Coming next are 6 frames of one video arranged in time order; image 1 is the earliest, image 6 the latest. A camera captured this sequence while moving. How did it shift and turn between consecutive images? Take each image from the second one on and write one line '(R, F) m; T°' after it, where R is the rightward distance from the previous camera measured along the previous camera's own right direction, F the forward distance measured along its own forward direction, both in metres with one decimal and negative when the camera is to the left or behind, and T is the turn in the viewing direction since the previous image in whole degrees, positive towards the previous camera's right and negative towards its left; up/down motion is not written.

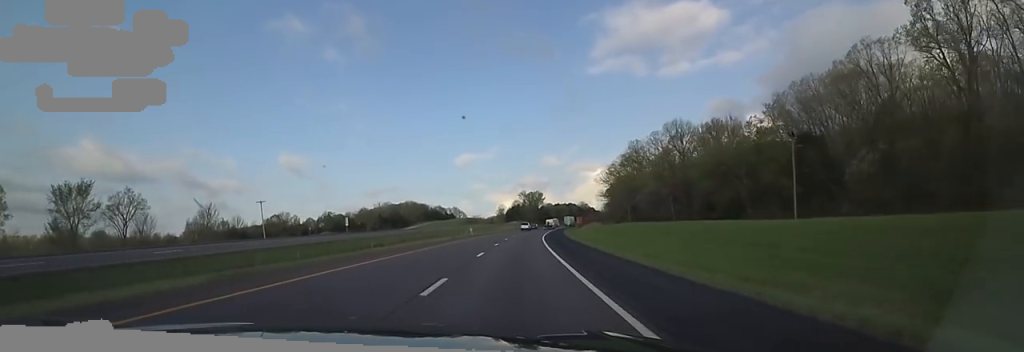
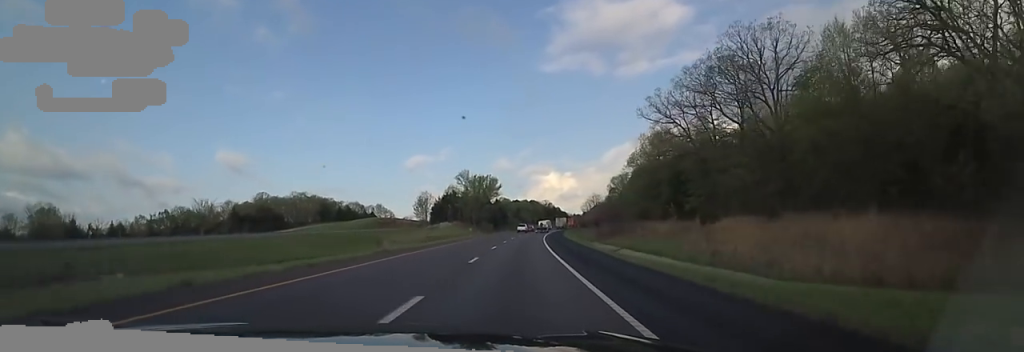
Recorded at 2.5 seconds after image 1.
(+2.6, +87.7) m; +7°
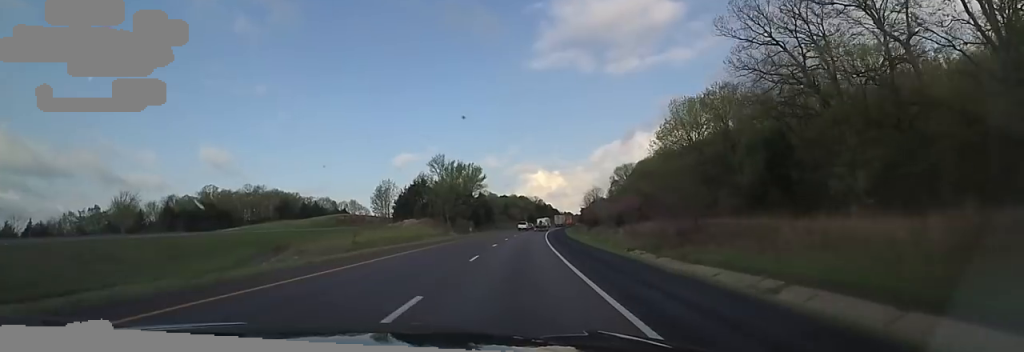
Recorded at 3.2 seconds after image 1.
(+0.9, +24.5) m; +1°
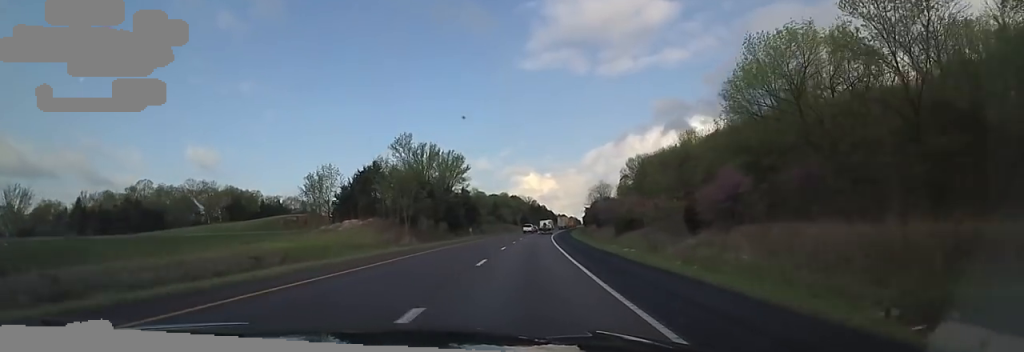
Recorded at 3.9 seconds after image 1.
(+0.3, +25.6) m; 0°
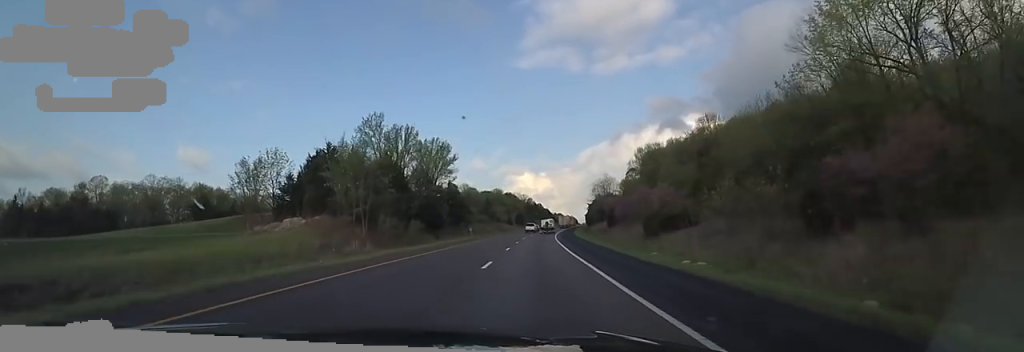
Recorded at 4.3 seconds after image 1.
(-0.6, +13.9) m; 0°
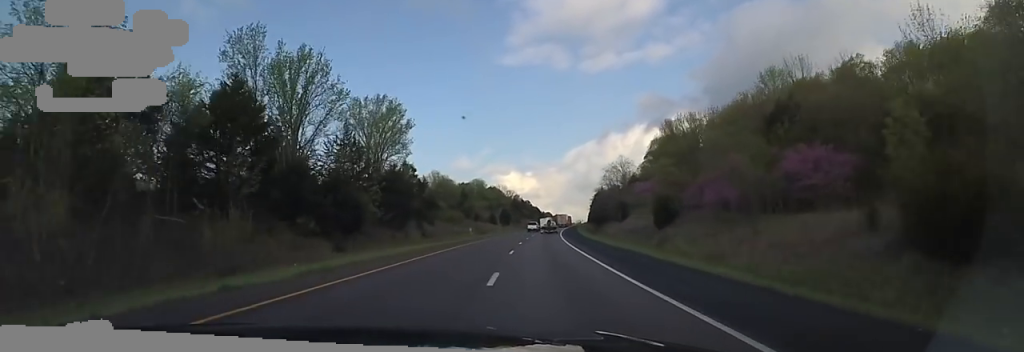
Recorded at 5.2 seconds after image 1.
(+0.3, +28.8) m; +3°
